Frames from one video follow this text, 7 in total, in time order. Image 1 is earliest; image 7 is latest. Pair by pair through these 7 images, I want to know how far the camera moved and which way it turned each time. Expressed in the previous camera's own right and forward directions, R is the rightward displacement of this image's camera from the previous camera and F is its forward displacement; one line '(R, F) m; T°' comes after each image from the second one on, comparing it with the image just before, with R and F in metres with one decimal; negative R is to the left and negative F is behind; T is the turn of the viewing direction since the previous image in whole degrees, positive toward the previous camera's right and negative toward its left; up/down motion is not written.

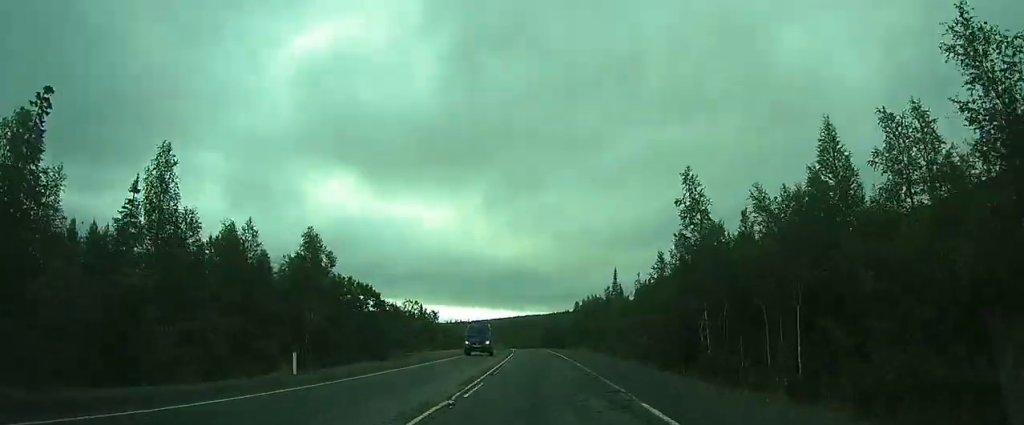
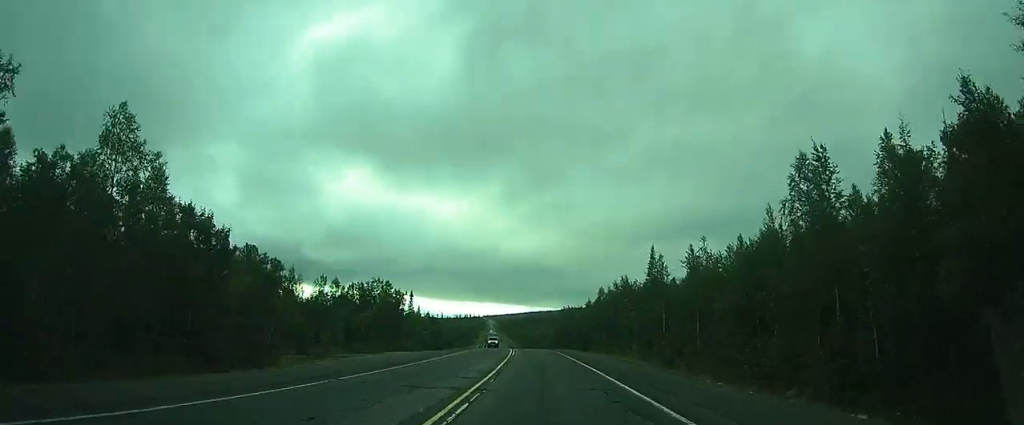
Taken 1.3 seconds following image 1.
(-0.6, +30.0) m; -2°
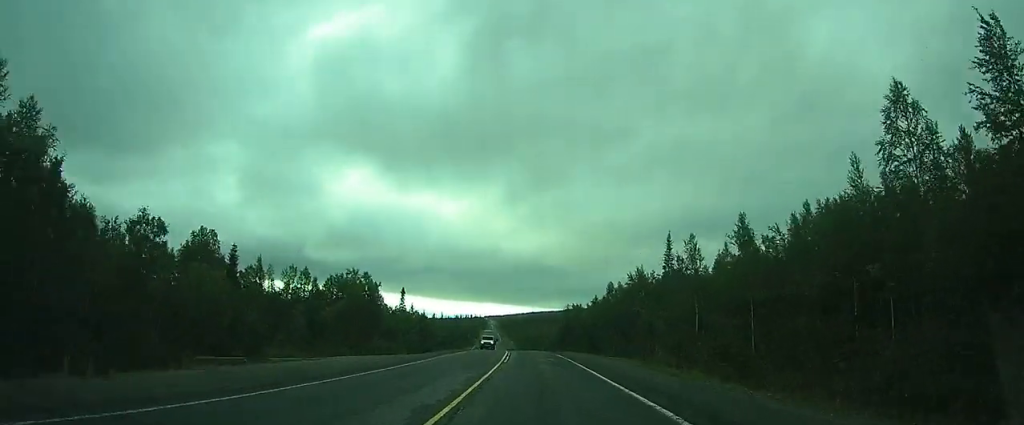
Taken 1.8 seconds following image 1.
(0.0, +11.2) m; 0°
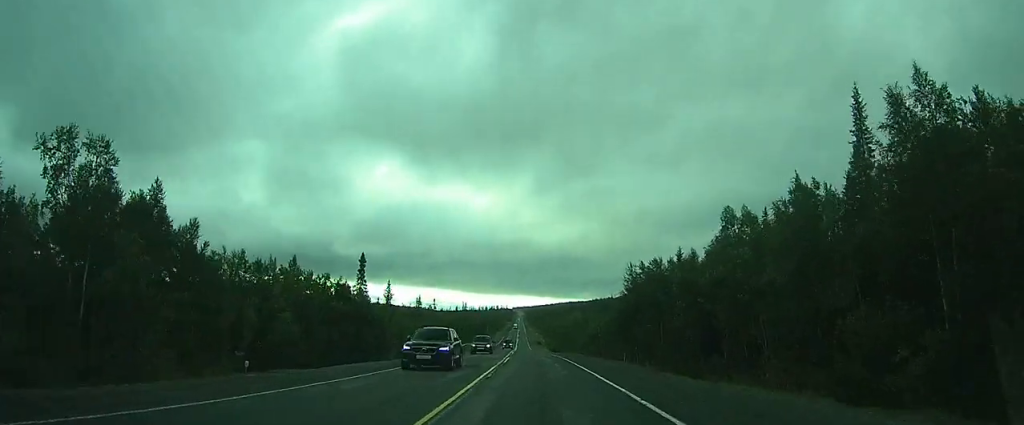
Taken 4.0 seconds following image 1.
(-0.5, +48.9) m; -2°
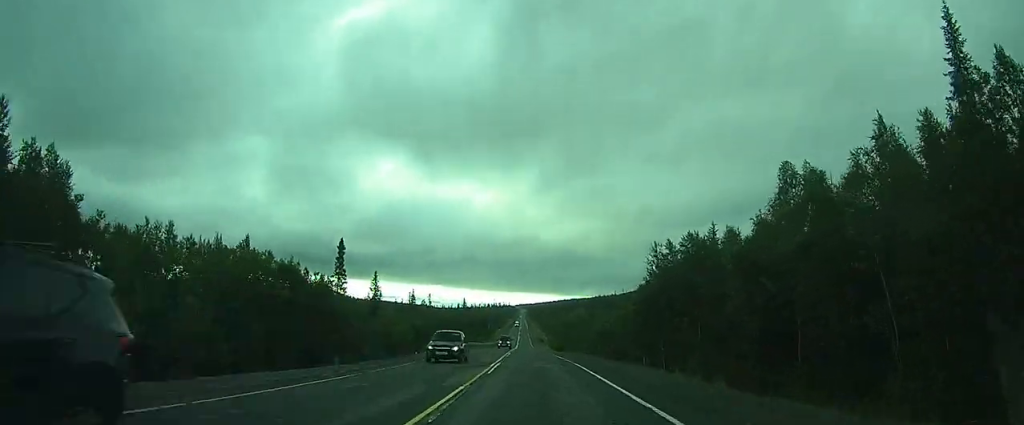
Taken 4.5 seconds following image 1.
(-0.1, +10.7) m; -1°
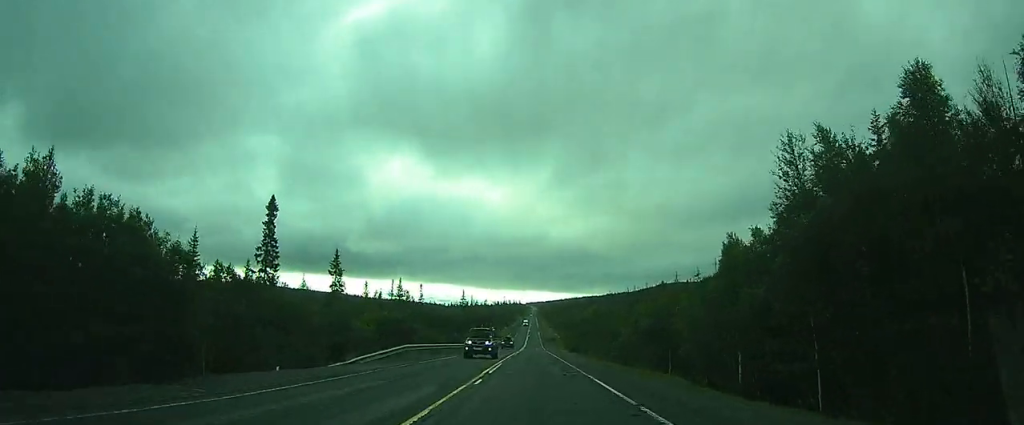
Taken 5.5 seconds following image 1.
(-0.3, +23.7) m; -1°
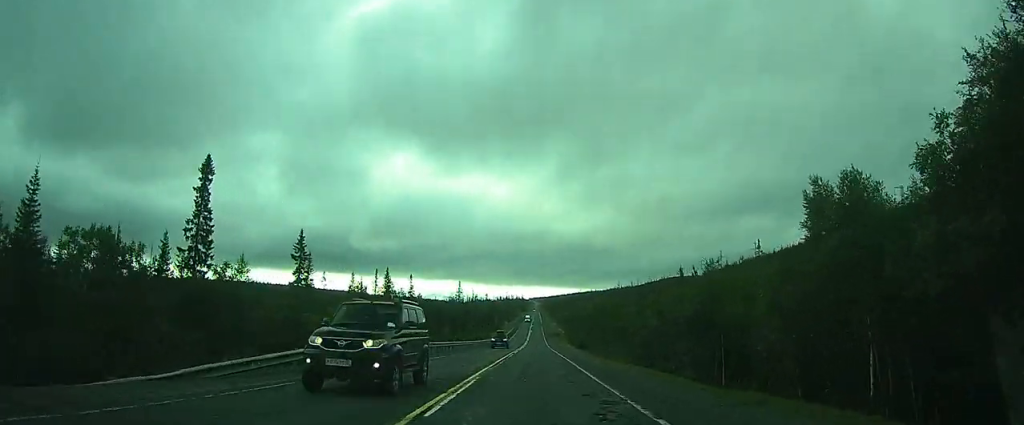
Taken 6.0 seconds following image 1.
(-0.1, +12.3) m; 0°
